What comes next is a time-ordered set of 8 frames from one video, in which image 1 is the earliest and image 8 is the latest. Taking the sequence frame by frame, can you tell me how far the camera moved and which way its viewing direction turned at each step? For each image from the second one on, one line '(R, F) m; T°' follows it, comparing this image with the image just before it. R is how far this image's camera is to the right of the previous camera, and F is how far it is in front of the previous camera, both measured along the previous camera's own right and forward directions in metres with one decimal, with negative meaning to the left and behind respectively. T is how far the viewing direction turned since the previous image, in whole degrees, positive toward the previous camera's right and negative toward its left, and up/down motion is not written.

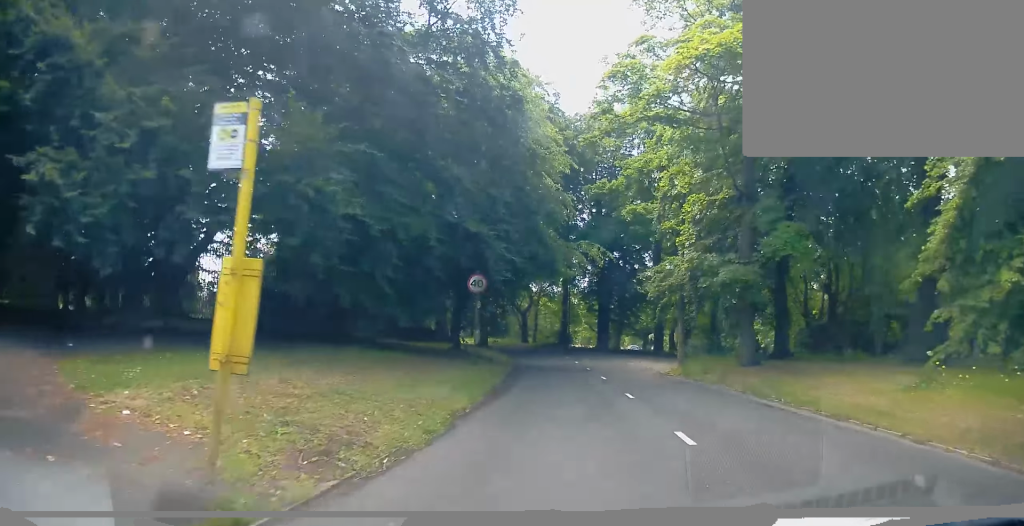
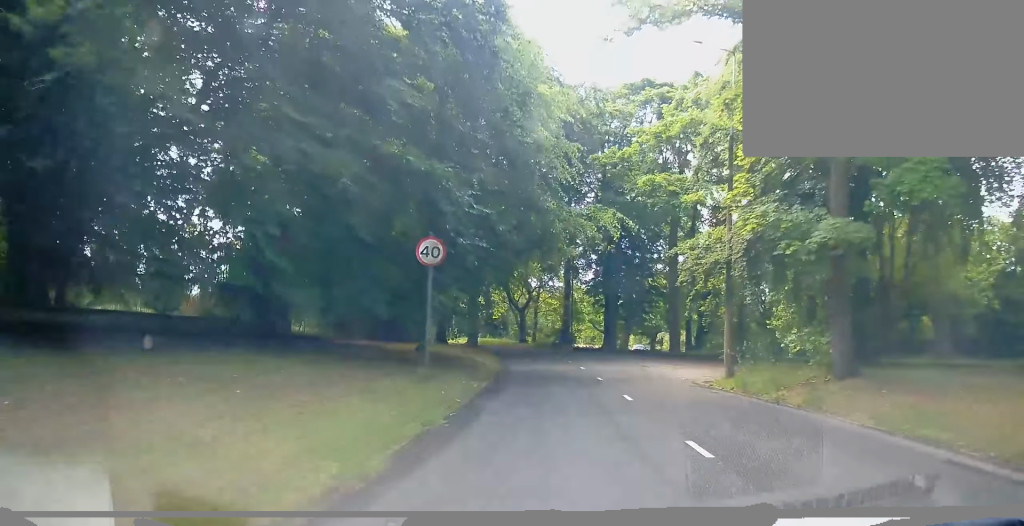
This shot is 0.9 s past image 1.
(+1.0, +6.3) m; +12°
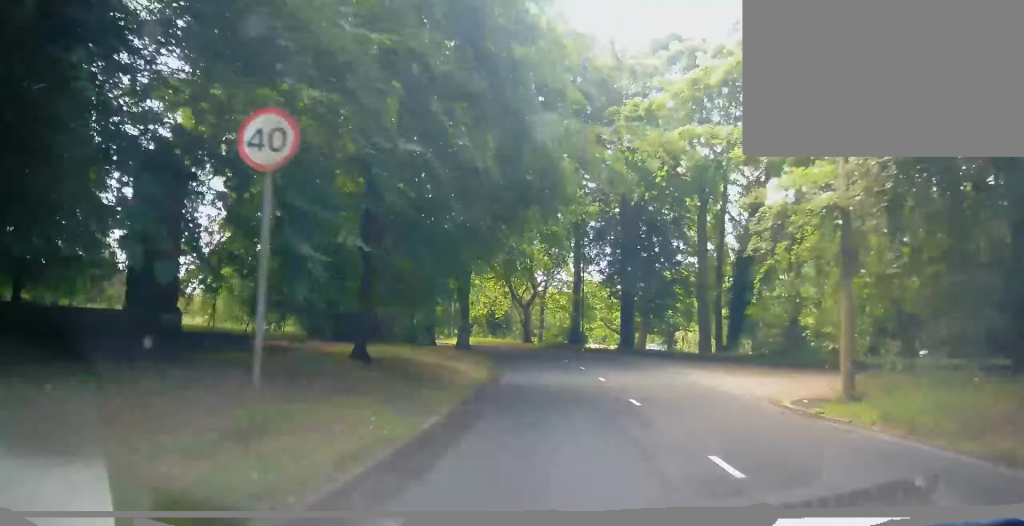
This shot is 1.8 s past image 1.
(+0.4, +5.5) m; +3°
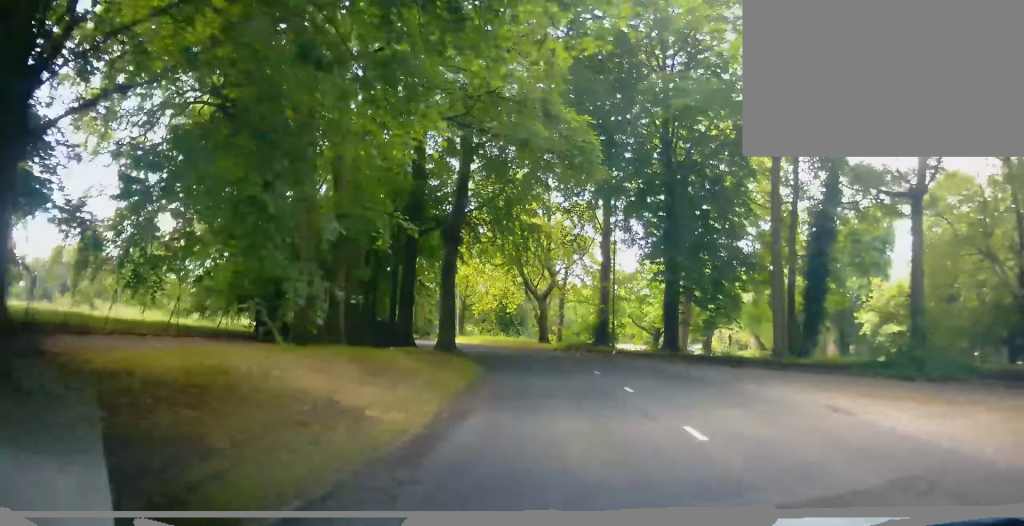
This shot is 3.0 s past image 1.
(-0.3, +7.1) m; -14°
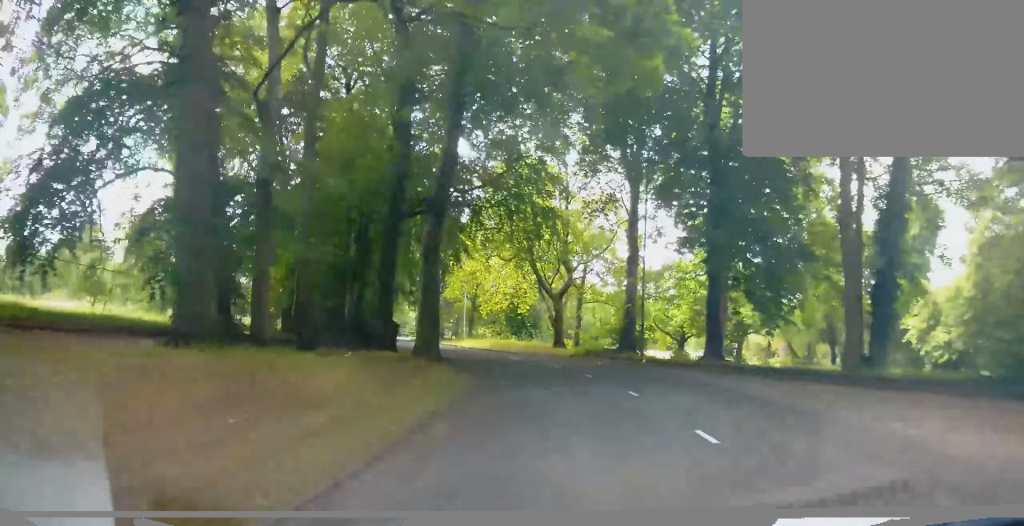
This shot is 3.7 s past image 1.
(-0.8, +7.1) m; -5°
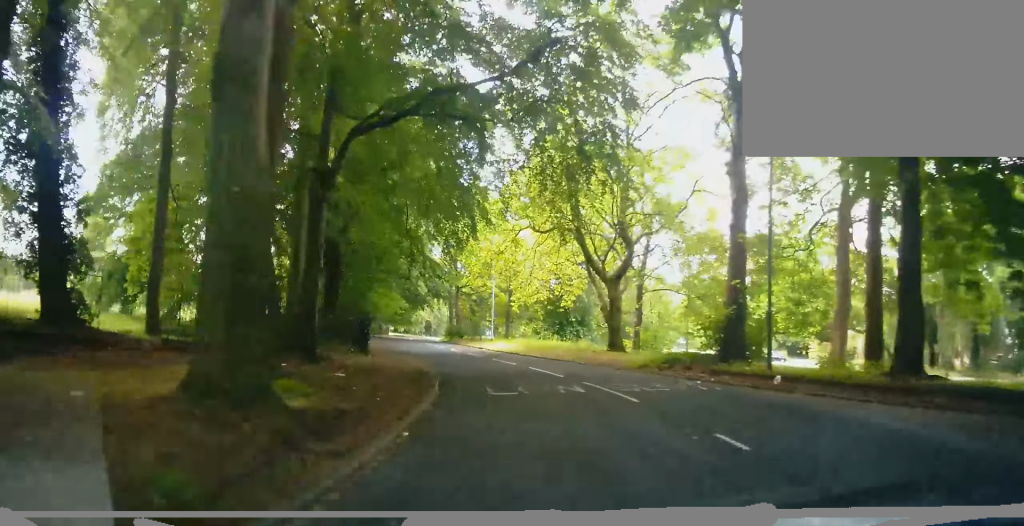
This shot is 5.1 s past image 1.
(-0.3, +13.7) m; +3°
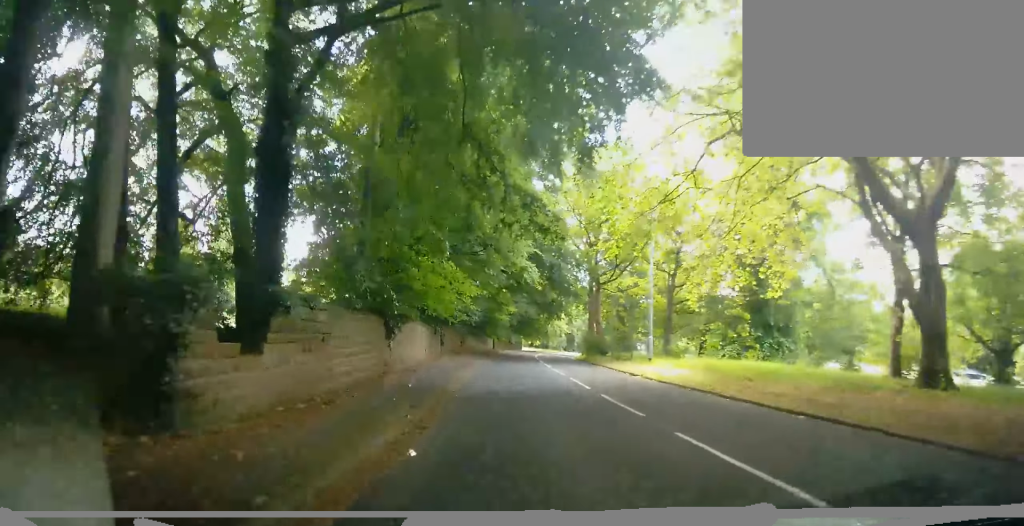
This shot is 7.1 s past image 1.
(+0.3, +15.1) m; -5°
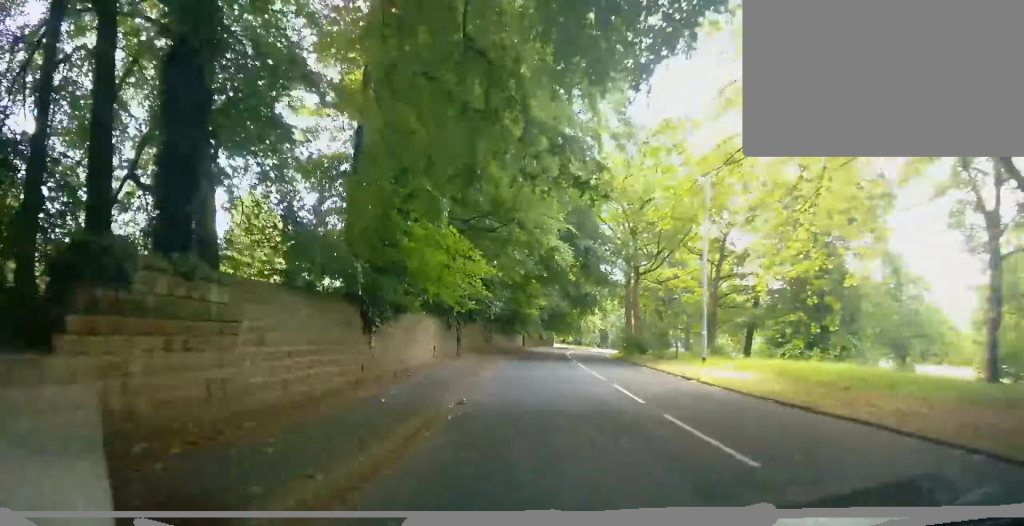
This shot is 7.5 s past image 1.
(-0.1, +3.2) m; -4°
